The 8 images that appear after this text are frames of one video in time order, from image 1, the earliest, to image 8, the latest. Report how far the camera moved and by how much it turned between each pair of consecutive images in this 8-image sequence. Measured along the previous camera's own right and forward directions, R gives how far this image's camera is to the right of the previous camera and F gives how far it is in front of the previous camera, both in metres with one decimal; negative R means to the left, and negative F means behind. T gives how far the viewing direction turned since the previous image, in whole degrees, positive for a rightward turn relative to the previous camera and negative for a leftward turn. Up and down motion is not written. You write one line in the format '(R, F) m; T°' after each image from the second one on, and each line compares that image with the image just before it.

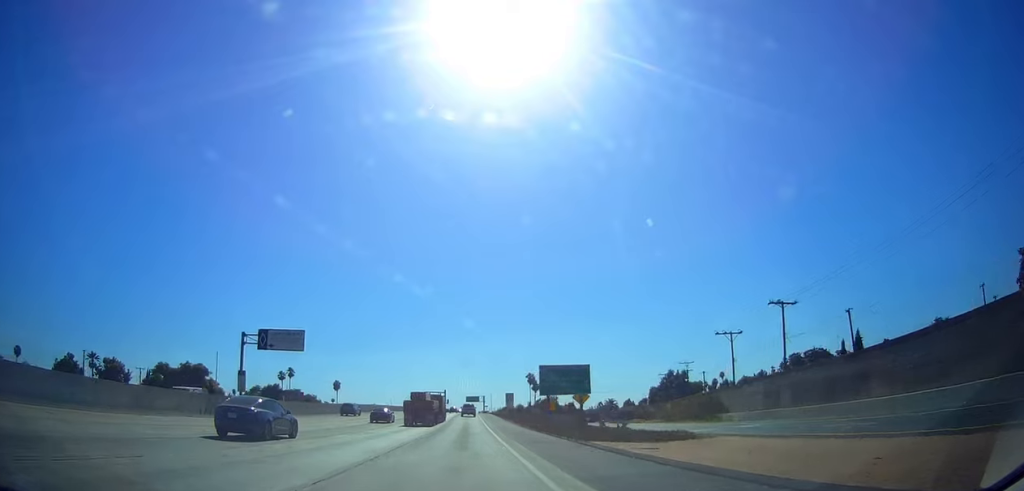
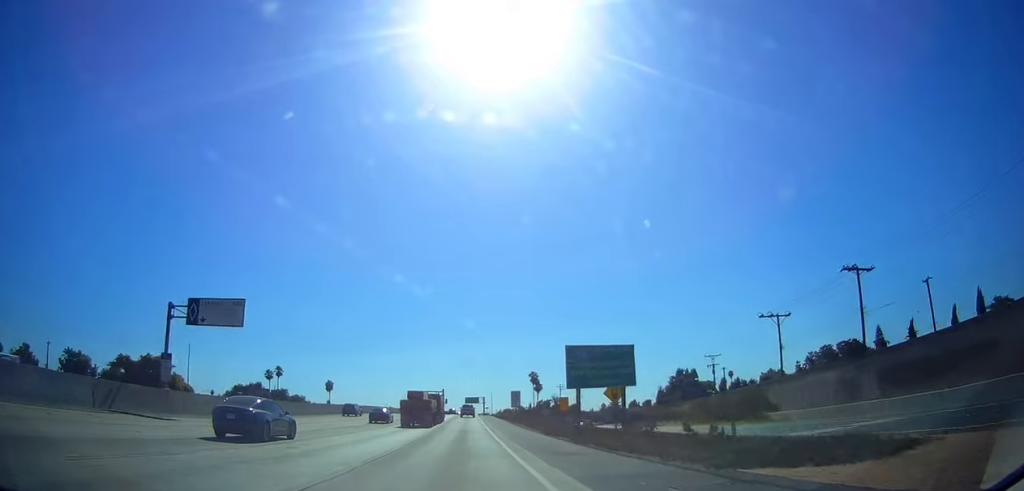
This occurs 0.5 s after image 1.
(+0.1, +12.1) m; +1°
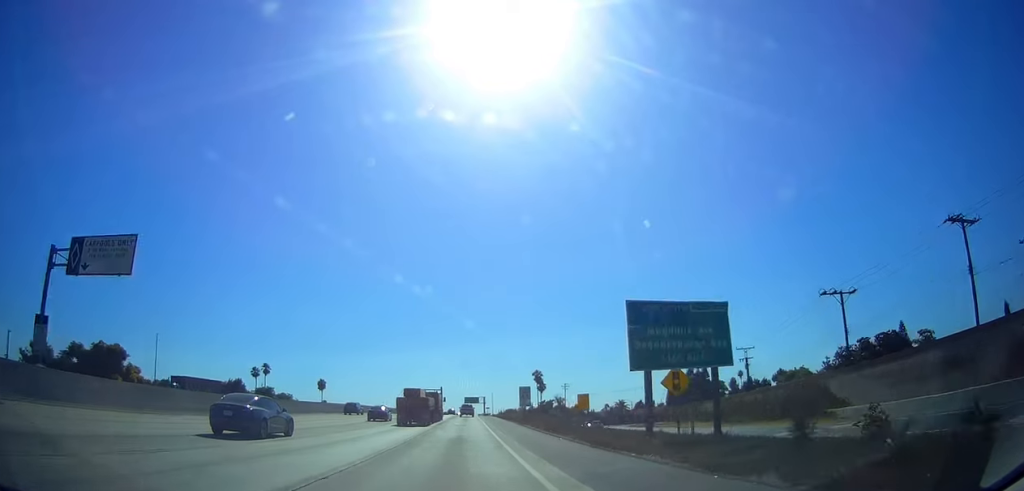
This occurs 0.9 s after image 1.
(0.0, +11.5) m; 0°
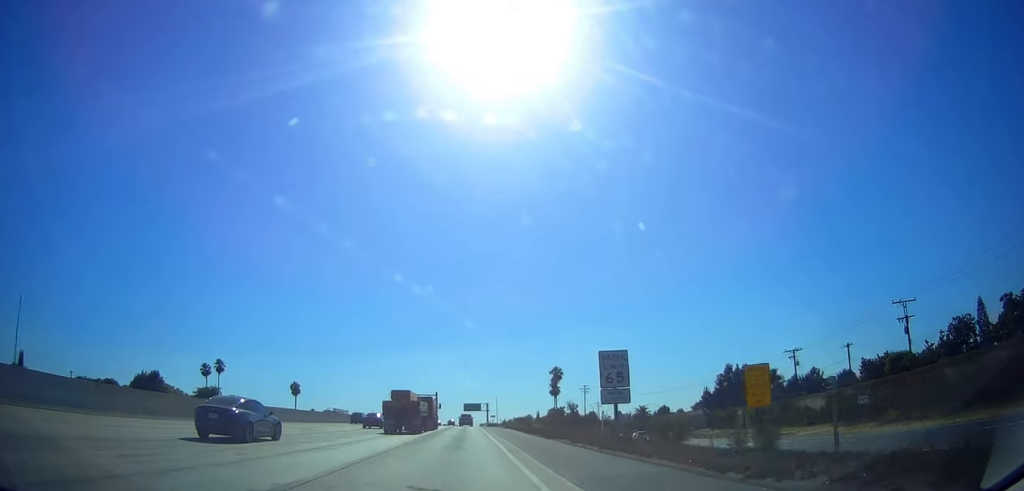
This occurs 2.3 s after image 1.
(-0.4, +31.7) m; -2°
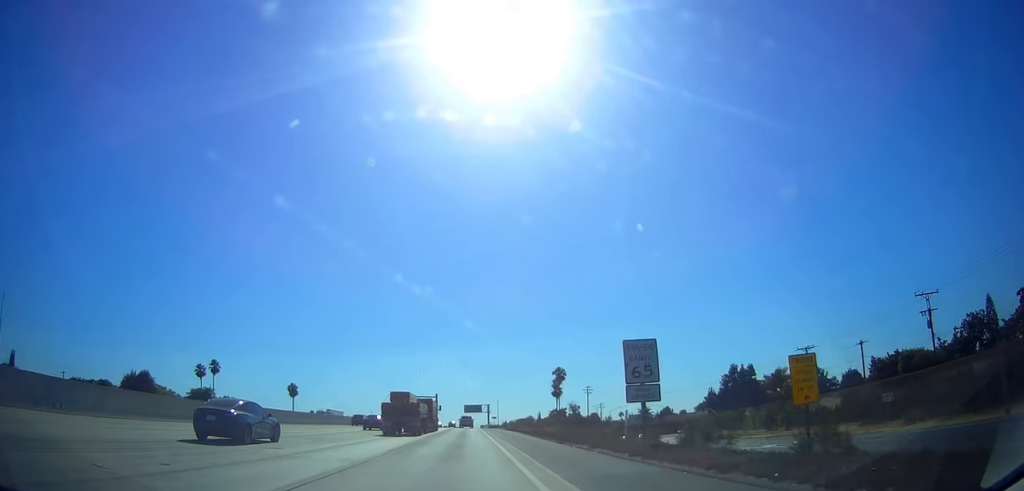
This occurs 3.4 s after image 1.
(-0.1, +25.1) m; +1°
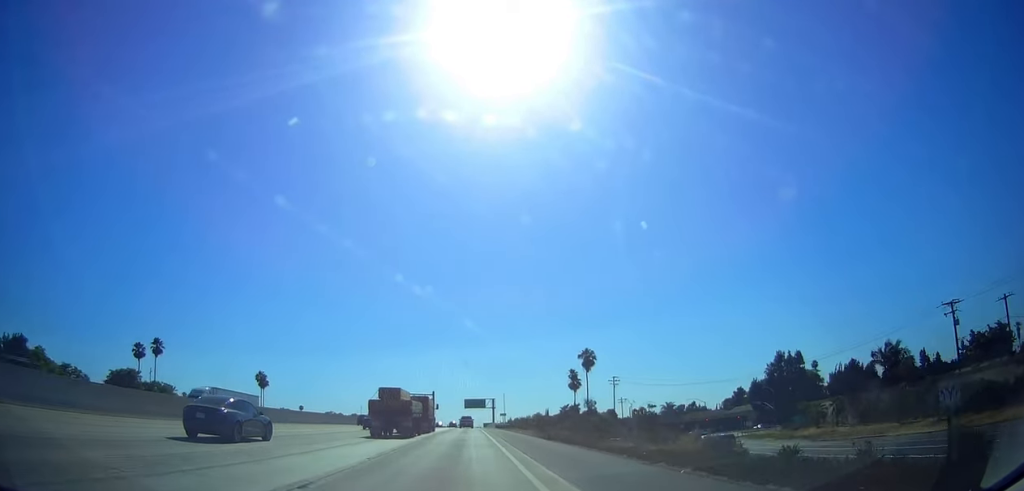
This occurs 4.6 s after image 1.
(+0.6, +28.8) m; +1°
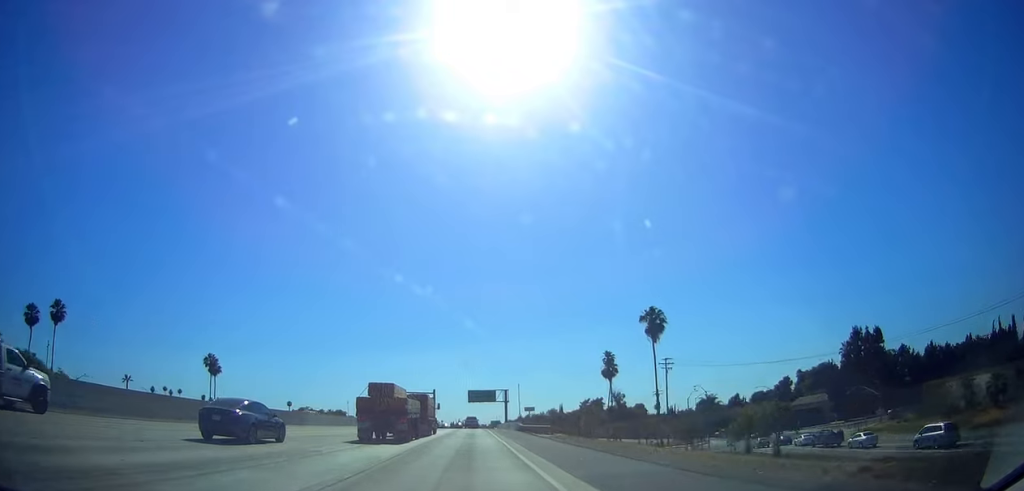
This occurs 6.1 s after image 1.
(-0.8, +36.0) m; -1°
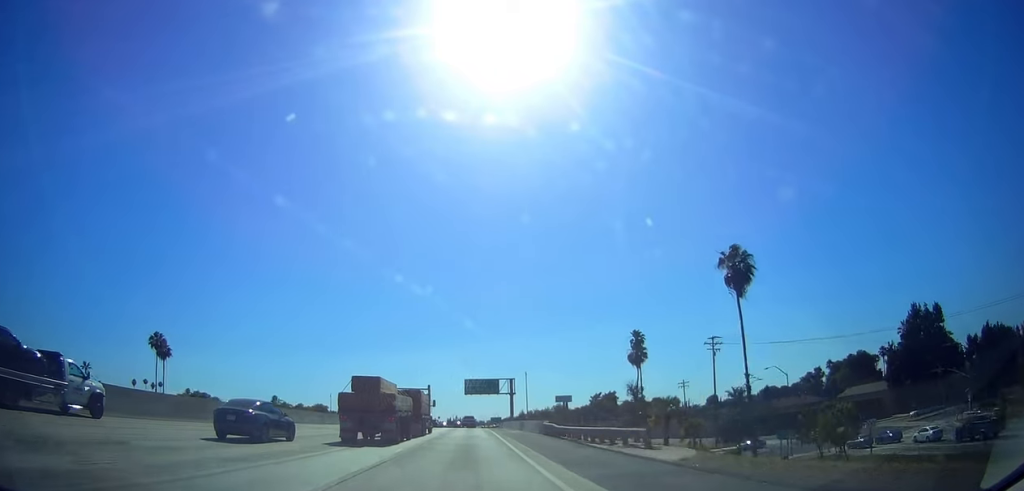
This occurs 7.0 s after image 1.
(+0.2, +23.6) m; 0°
